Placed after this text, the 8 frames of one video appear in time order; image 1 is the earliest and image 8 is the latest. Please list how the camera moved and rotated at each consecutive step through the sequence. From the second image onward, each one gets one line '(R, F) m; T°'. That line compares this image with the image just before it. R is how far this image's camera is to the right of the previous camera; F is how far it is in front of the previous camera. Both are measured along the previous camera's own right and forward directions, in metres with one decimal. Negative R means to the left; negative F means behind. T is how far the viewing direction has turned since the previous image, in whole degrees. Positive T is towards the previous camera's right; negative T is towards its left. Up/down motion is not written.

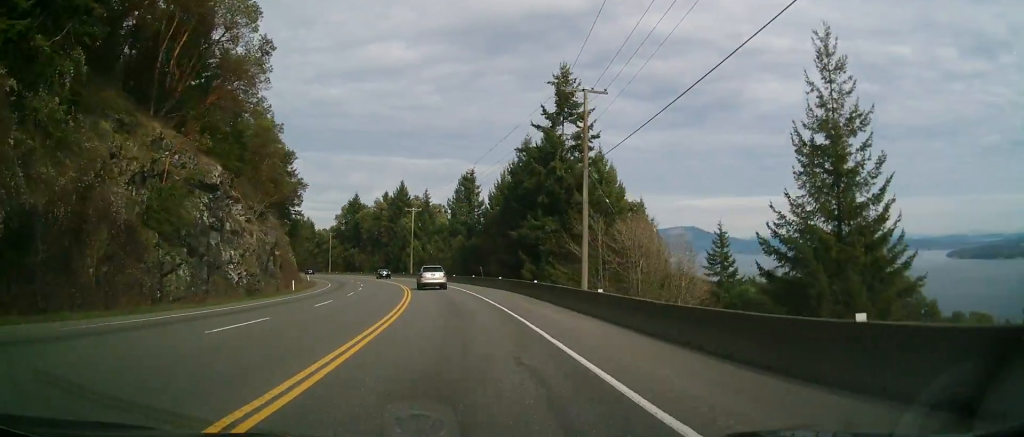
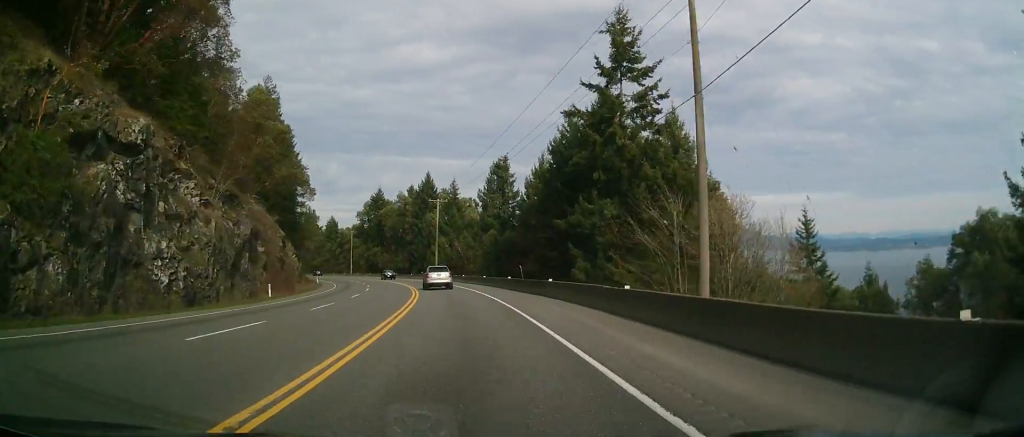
(-0.7, +13.8) m; -4°
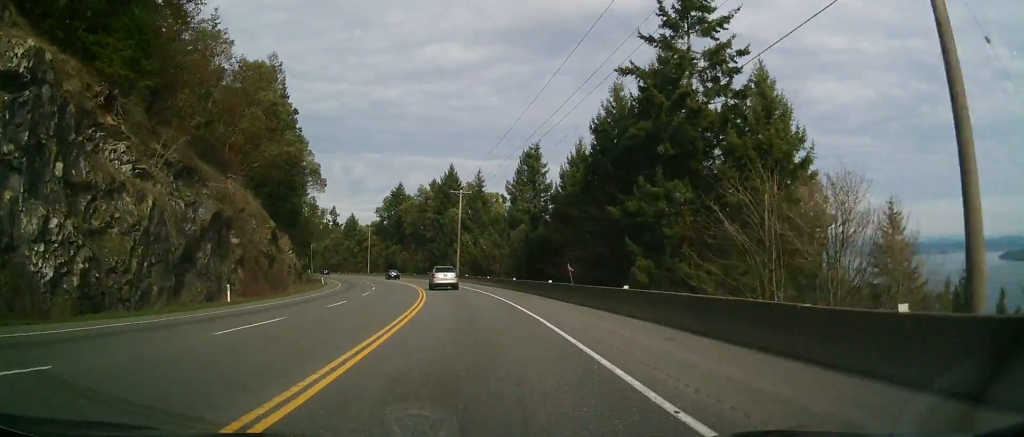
(-0.8, +10.8) m; -3°
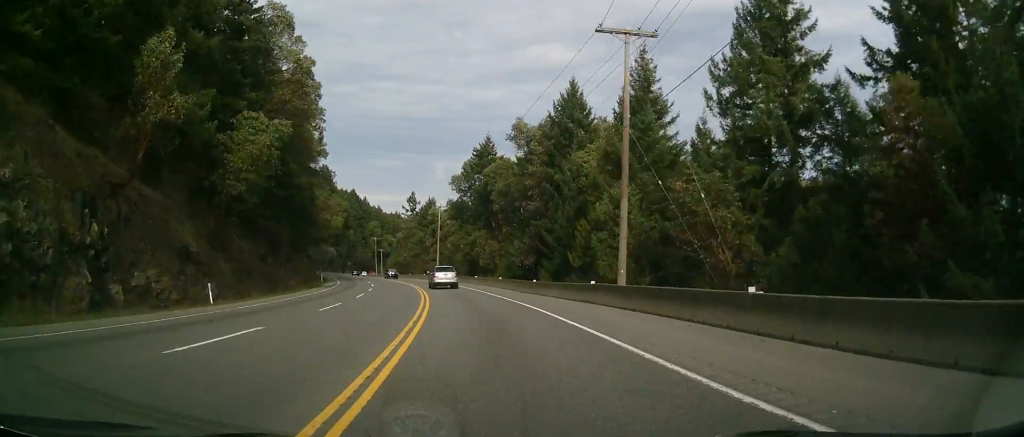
(-1.2, +55.3) m; -1°
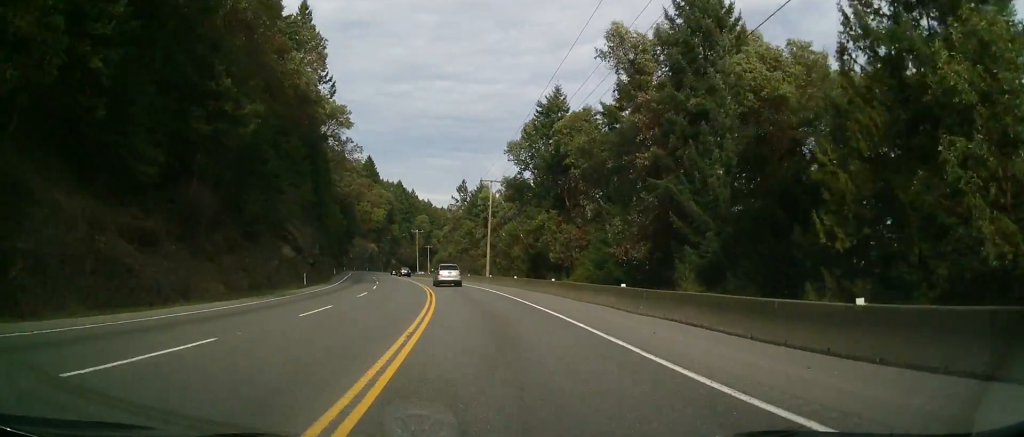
(0.0, +27.4) m; 0°
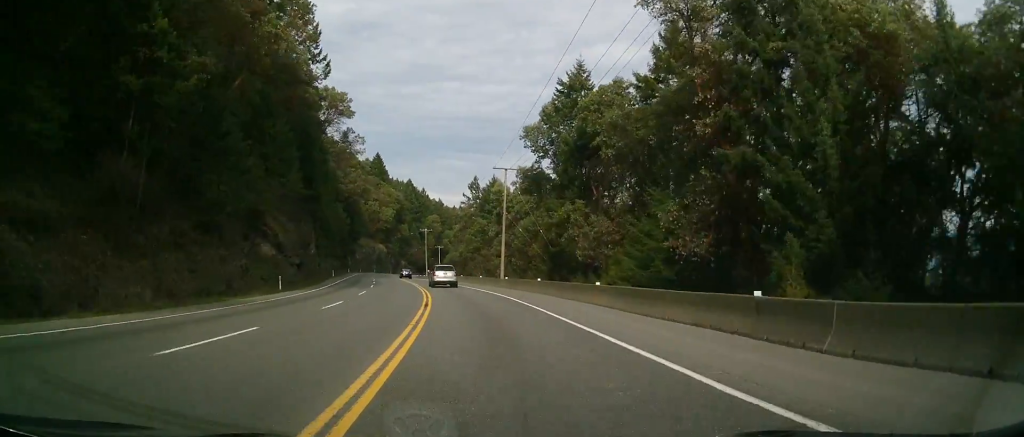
(0.0, +9.1) m; 0°
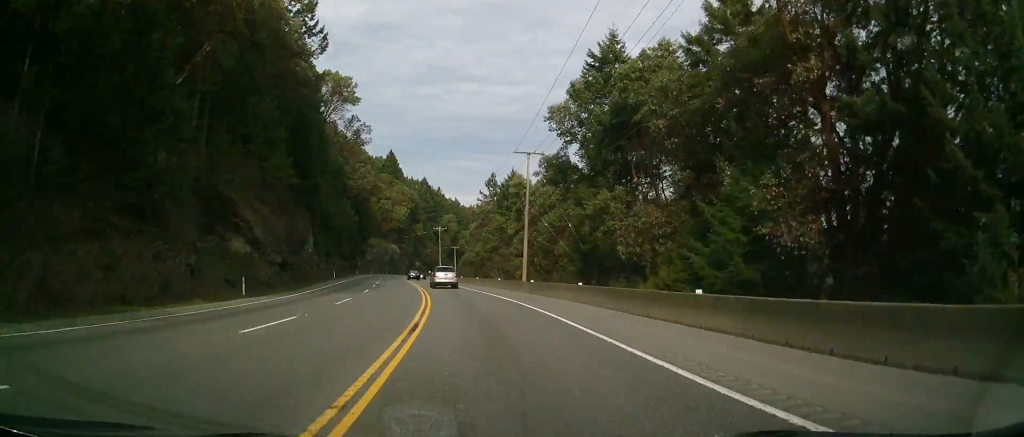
(0.0, +9.1) m; -2°
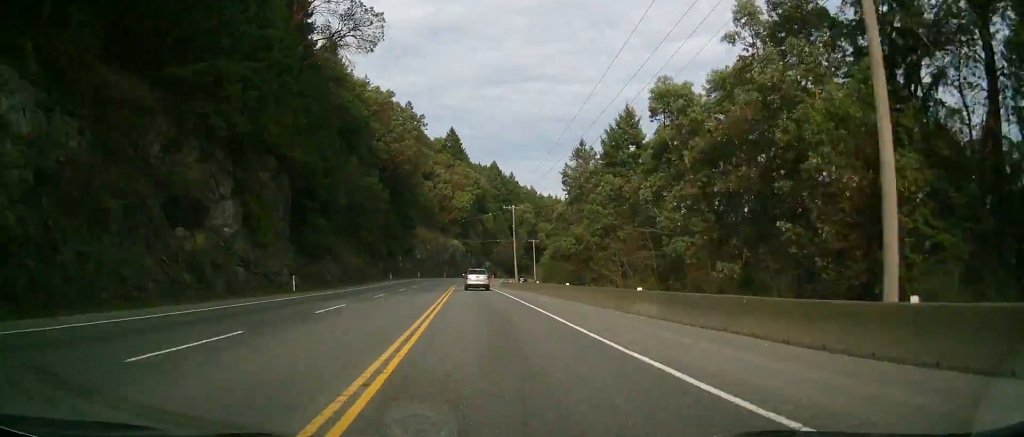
(-5.8, +42.1) m; -15°
